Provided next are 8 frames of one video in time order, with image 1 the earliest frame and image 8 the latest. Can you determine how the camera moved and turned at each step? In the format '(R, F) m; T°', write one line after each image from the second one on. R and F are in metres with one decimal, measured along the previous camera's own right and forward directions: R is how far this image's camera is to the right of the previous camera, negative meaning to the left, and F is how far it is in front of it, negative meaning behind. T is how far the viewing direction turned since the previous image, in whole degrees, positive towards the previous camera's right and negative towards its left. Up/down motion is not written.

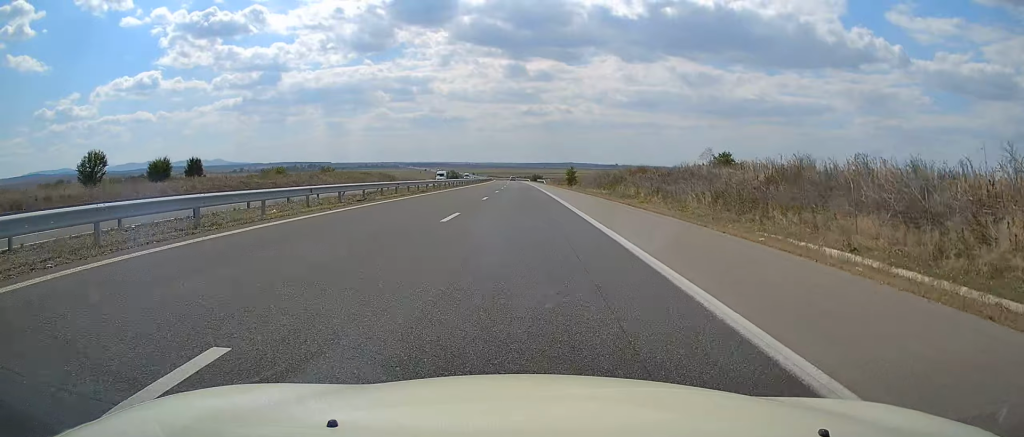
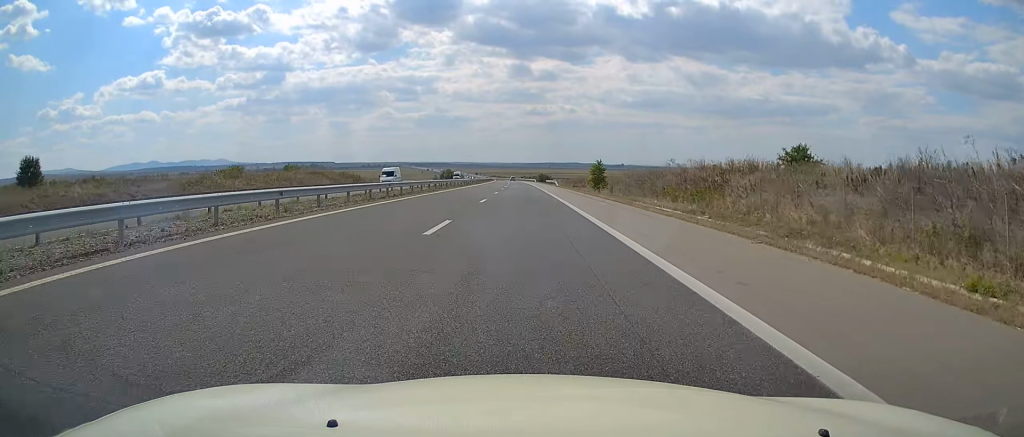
(+0.4, +35.2) m; 0°
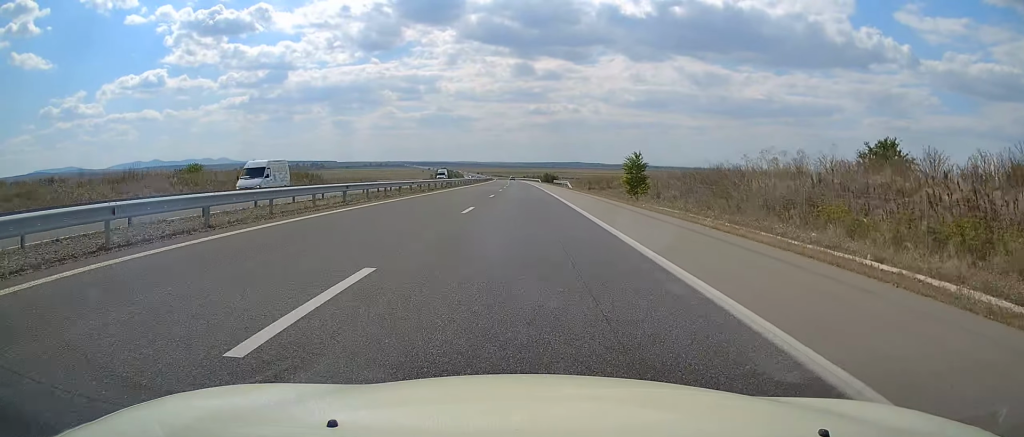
(-0.3, +24.5) m; -1°
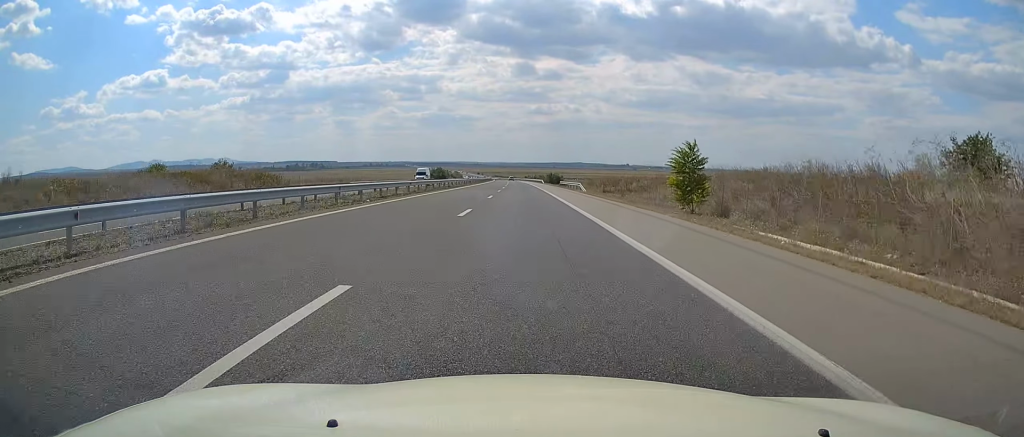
(0.0, +17.0) m; 0°
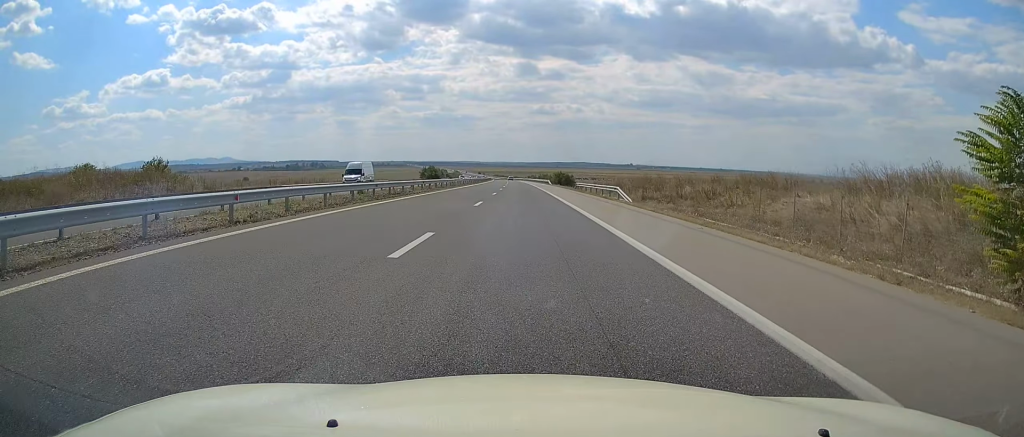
(0.0, +25.6) m; 0°
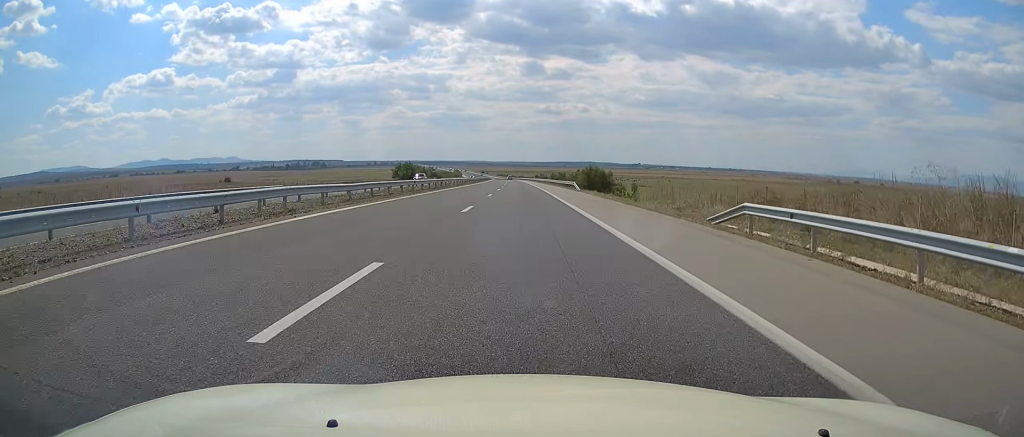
(-0.6, +52.3) m; -1°
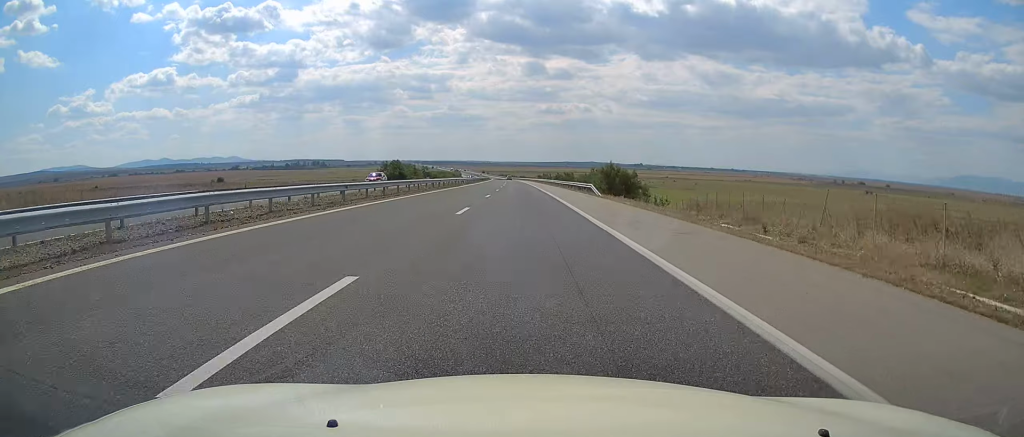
(0.0, +17.1) m; 0°
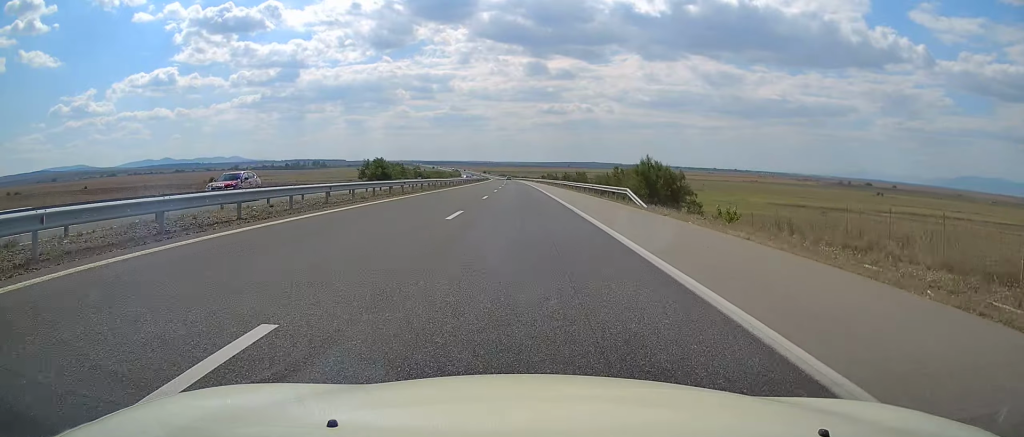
(-0.1, +18.2) m; 0°
